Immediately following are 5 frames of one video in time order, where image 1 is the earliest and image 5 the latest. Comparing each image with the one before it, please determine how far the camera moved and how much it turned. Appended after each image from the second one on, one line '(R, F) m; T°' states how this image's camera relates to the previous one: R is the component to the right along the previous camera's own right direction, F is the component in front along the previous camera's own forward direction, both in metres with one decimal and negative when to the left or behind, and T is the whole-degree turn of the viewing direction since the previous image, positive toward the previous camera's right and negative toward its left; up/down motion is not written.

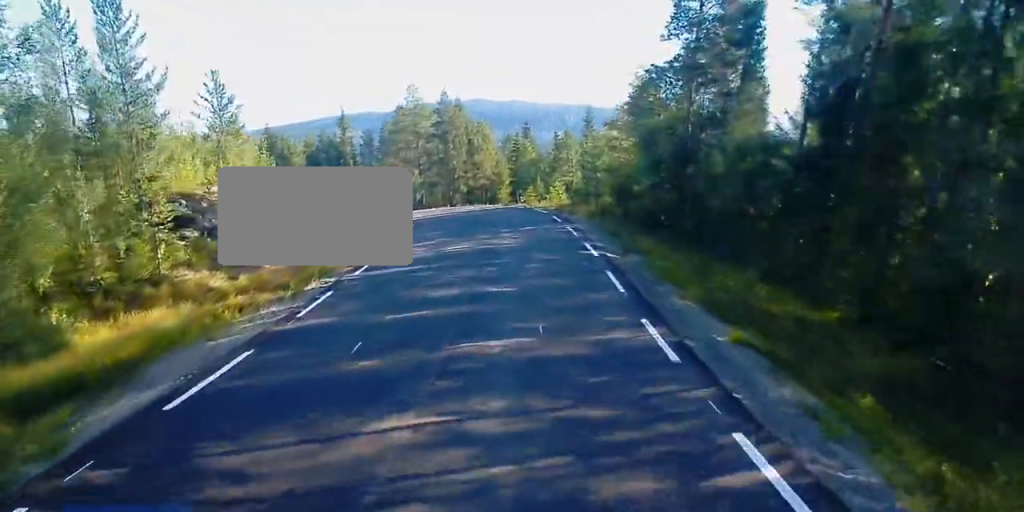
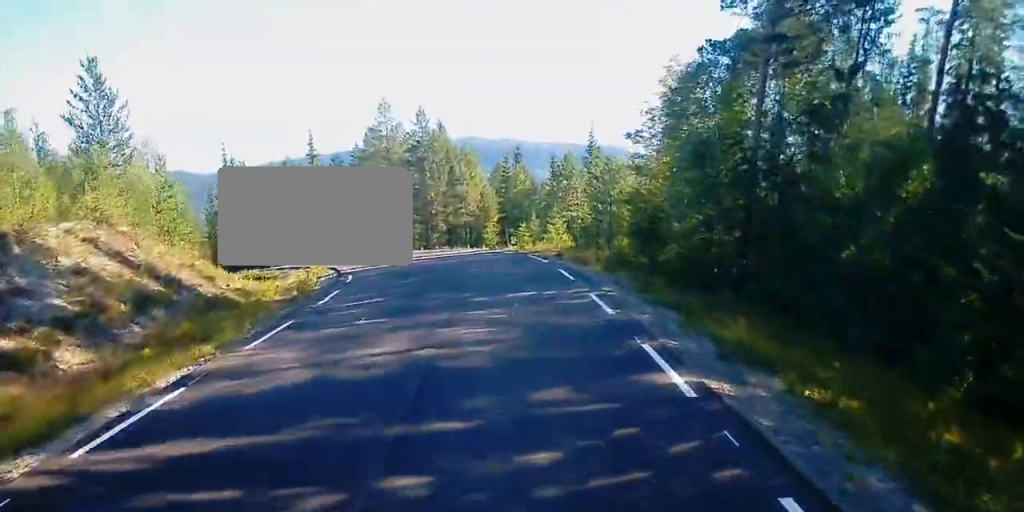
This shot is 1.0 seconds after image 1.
(+0.2, +13.4) m; -1°
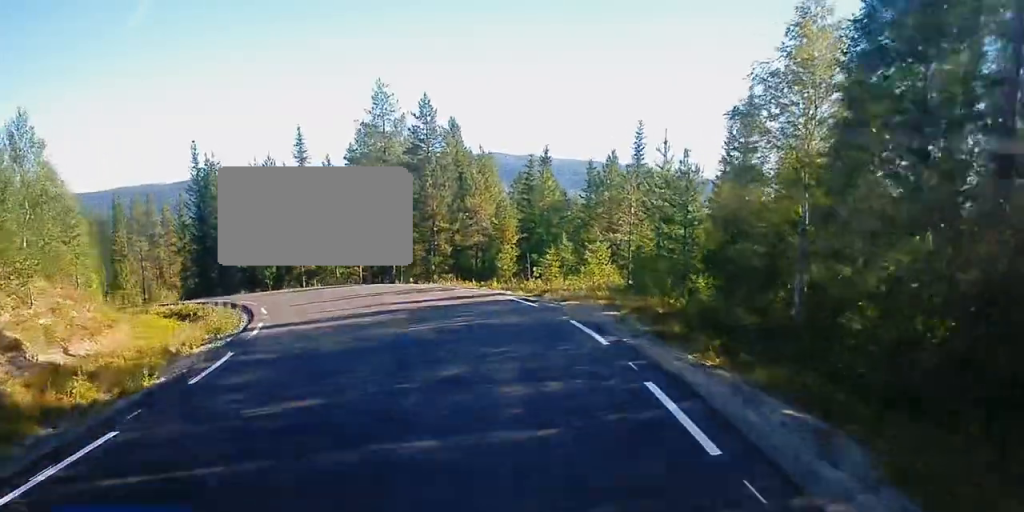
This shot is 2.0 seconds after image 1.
(-0.3, +13.8) m; -3°
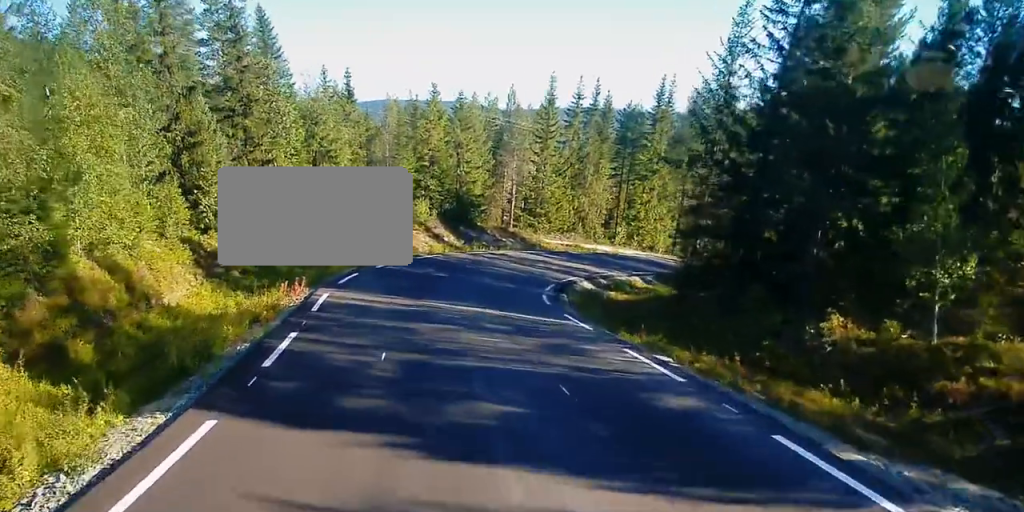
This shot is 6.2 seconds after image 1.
(-12.5, +41.9) m; -39°
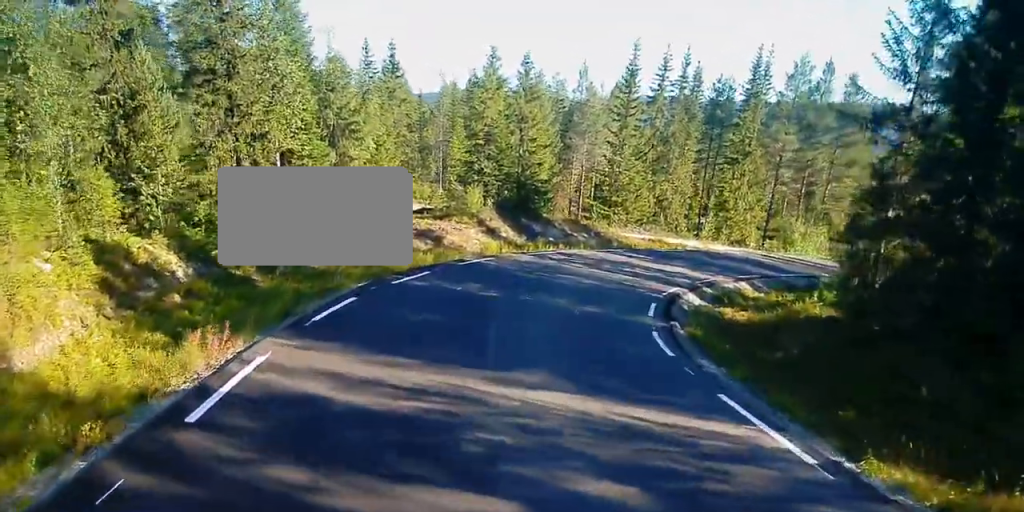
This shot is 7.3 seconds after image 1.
(-0.6, +9.5) m; -3°
